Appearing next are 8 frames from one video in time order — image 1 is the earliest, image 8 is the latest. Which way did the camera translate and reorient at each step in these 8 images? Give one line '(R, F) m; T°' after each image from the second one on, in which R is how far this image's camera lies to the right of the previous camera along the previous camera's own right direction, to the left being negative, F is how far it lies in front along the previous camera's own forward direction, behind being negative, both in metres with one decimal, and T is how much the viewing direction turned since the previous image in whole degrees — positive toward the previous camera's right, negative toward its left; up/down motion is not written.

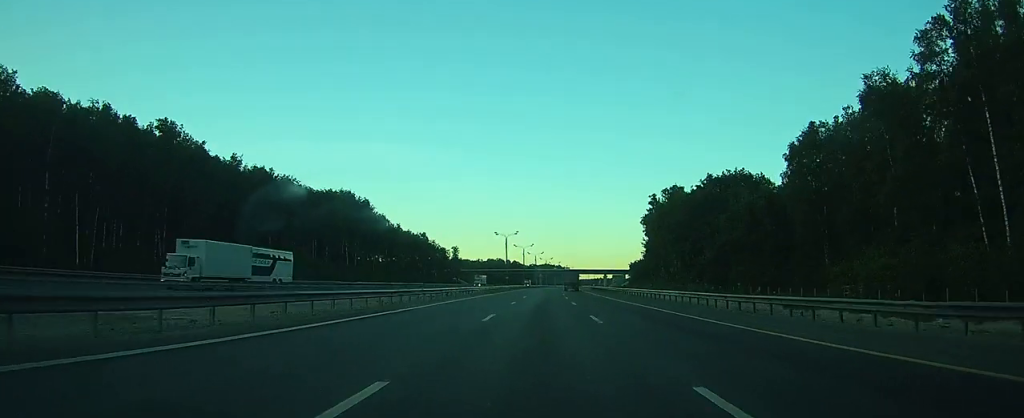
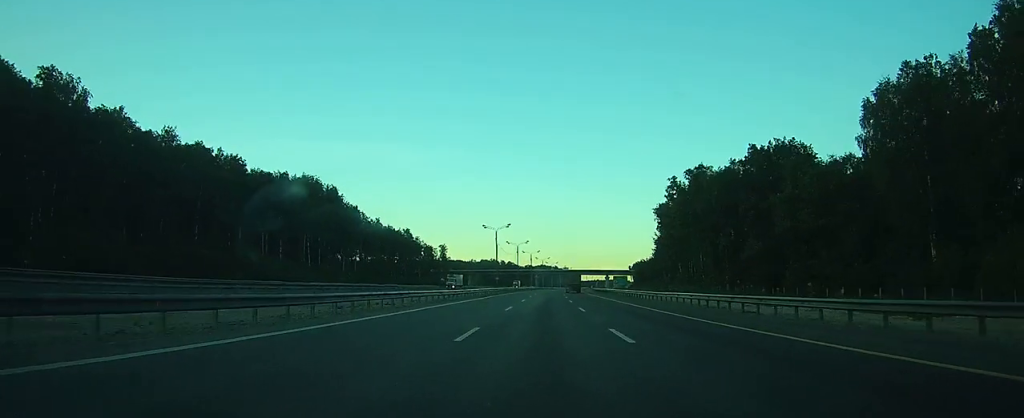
(0.0, +22.2) m; 0°
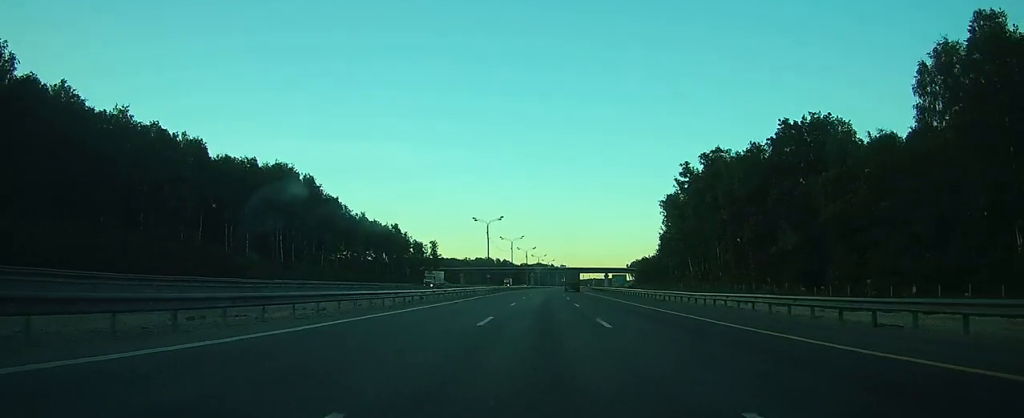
(0.0, +11.7) m; 0°
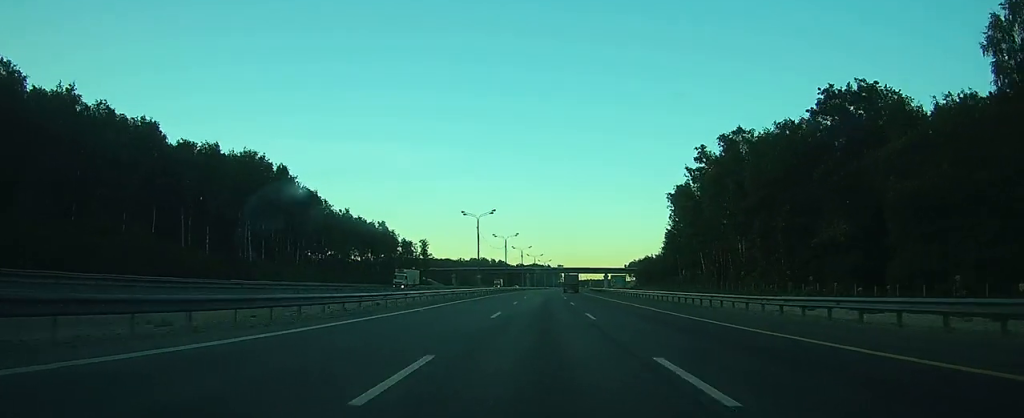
(0.0, +11.4) m; 0°
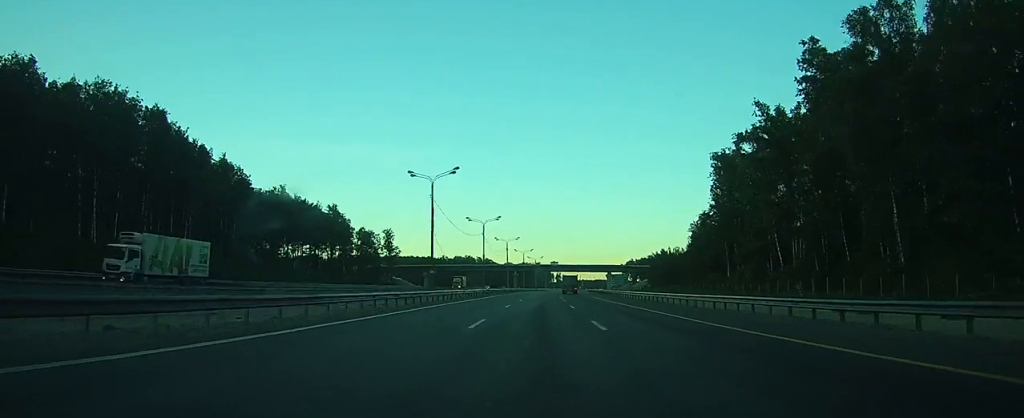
(-0.1, +37.3) m; 0°
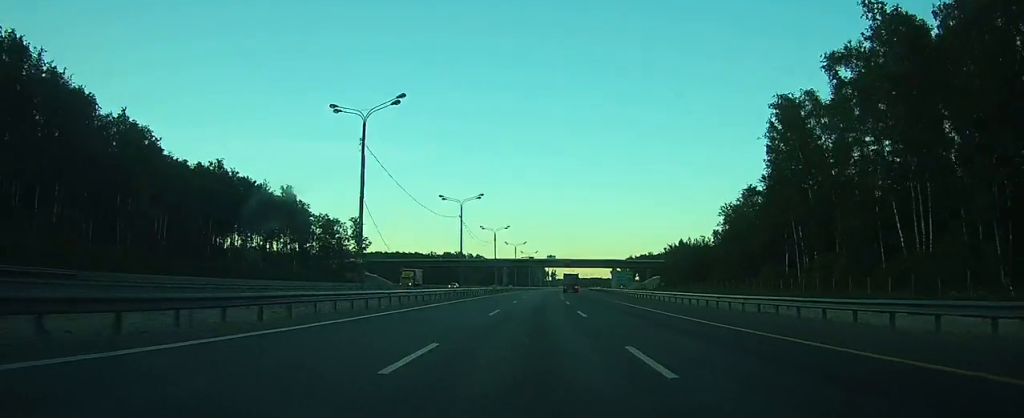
(+0.3, +25.2) m; +1°
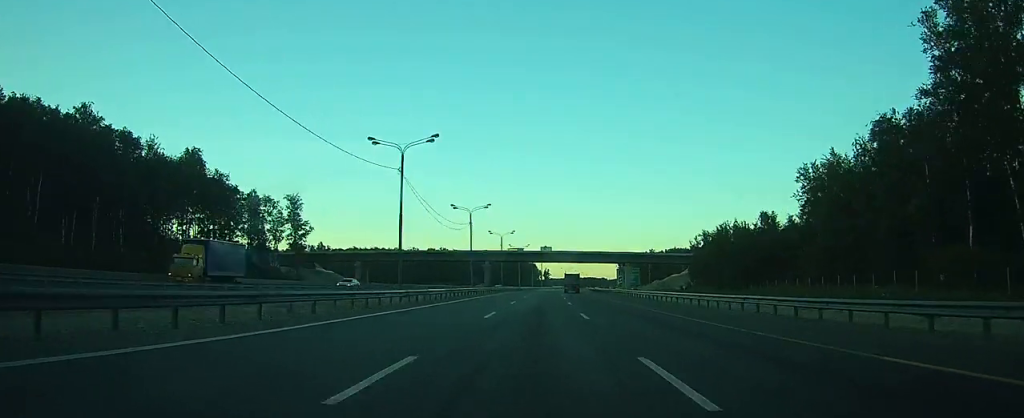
(+0.4, +34.3) m; +1°
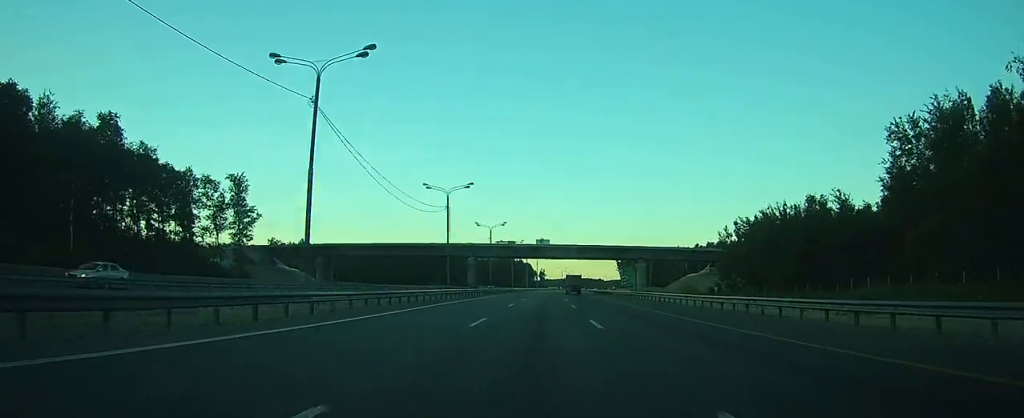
(+0.1, +20.4) m; 0°
